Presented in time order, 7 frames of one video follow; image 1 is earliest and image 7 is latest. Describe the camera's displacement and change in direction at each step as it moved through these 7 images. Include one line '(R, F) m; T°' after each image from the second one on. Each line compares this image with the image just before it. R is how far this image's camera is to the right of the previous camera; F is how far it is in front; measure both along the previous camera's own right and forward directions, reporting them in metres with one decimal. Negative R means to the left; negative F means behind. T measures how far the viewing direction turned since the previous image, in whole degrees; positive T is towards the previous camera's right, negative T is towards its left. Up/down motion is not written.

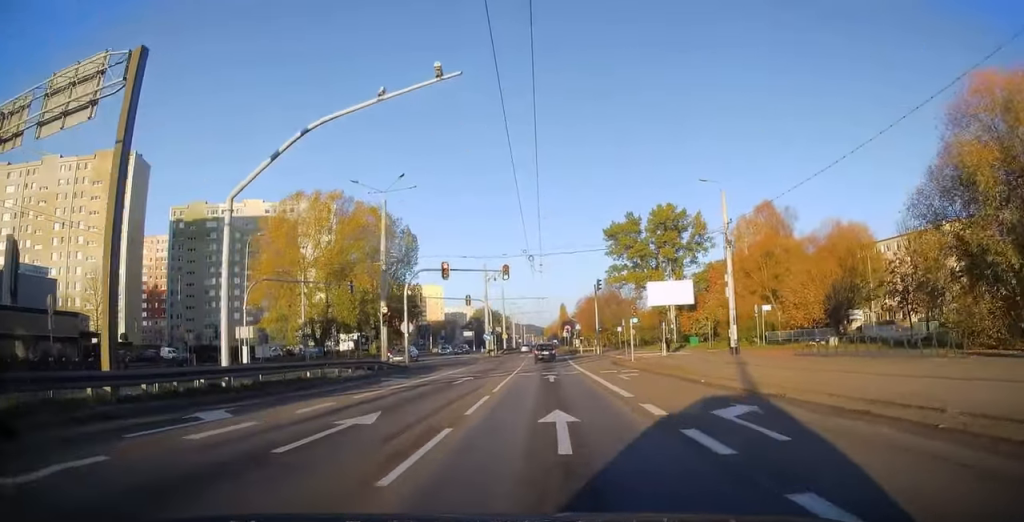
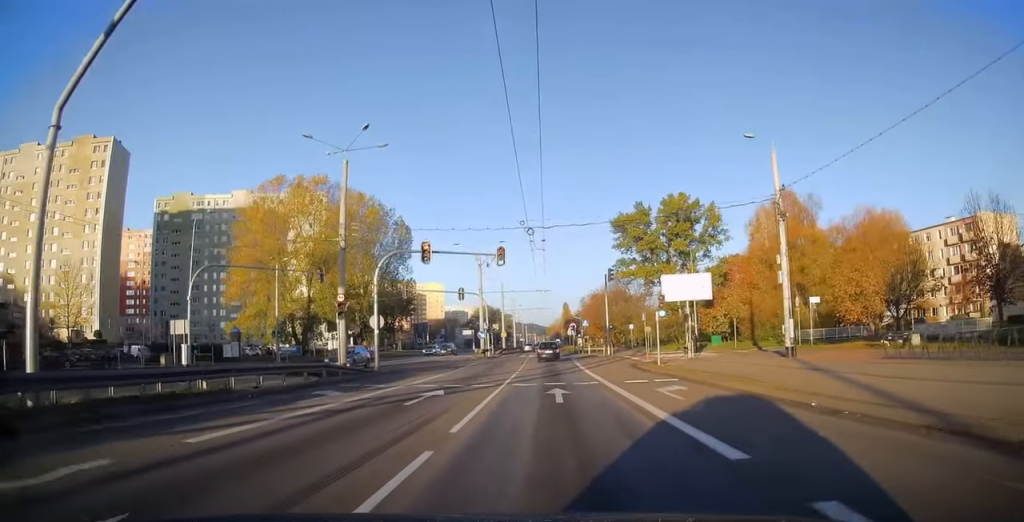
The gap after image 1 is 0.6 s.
(-0.2, +8.2) m; -1°
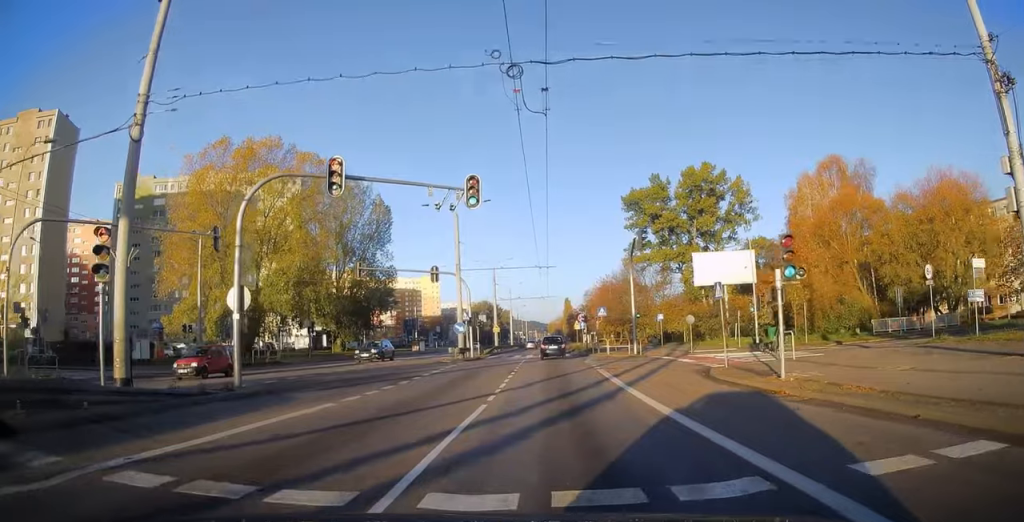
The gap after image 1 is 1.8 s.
(-0.1, +16.2) m; +1°
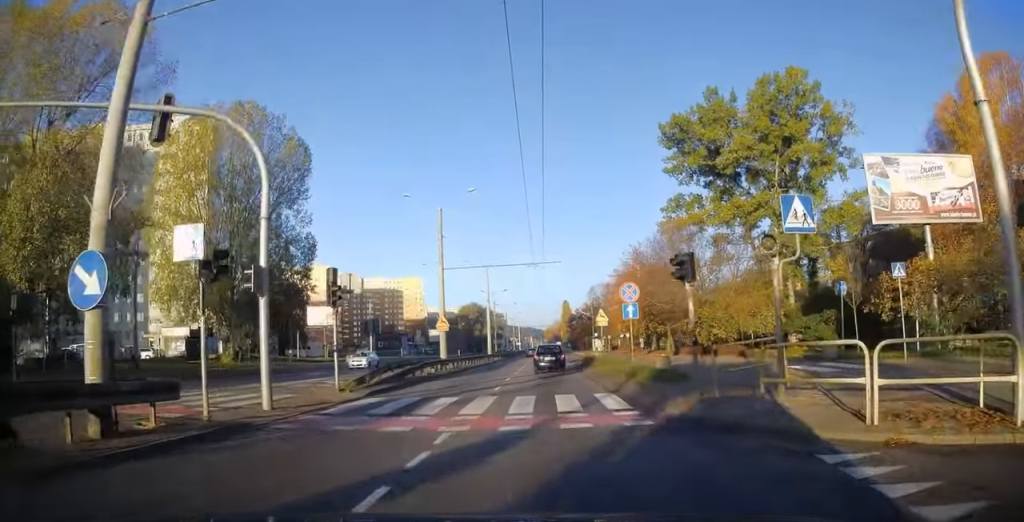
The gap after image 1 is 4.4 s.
(+0.2, +35.9) m; 0°
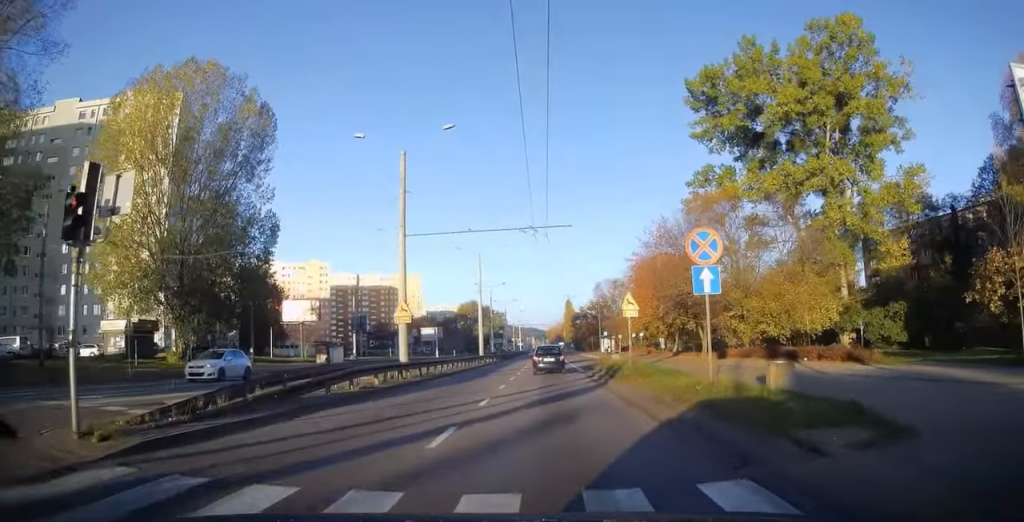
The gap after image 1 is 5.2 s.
(+0.1, +11.1) m; 0°
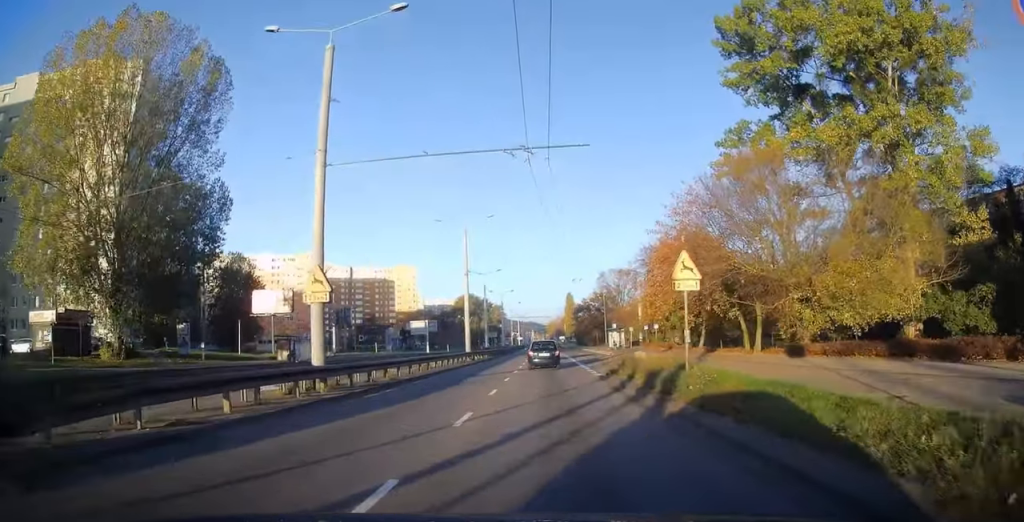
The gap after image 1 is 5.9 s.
(-0.3, +10.2) m; 0°
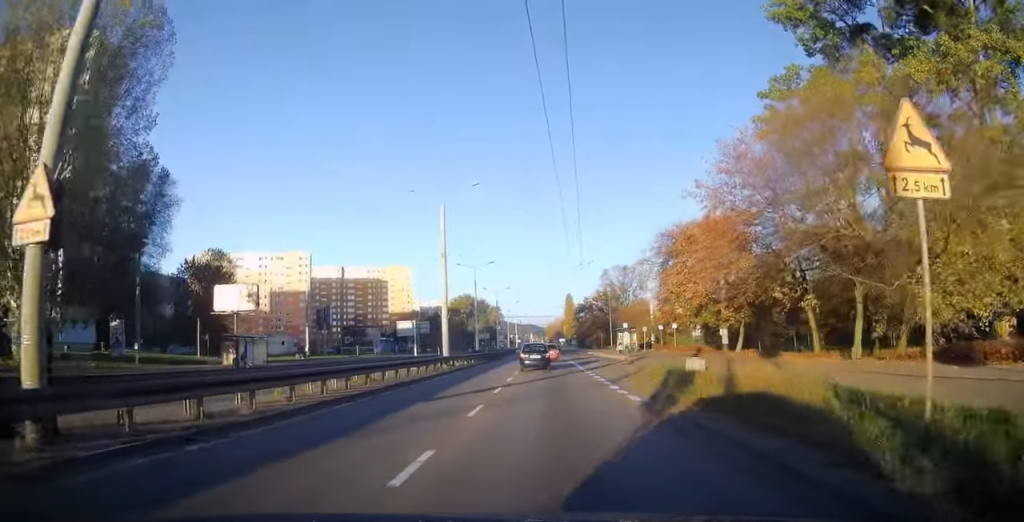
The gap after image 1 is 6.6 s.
(+0.3, +10.3) m; 0°
